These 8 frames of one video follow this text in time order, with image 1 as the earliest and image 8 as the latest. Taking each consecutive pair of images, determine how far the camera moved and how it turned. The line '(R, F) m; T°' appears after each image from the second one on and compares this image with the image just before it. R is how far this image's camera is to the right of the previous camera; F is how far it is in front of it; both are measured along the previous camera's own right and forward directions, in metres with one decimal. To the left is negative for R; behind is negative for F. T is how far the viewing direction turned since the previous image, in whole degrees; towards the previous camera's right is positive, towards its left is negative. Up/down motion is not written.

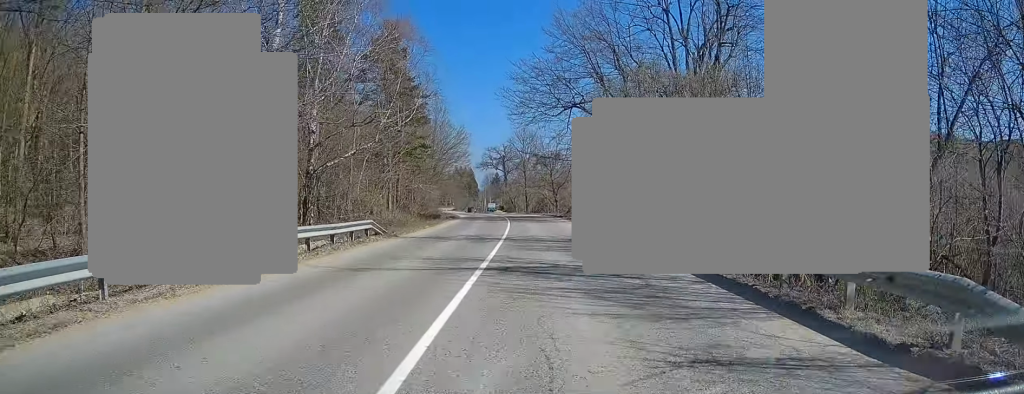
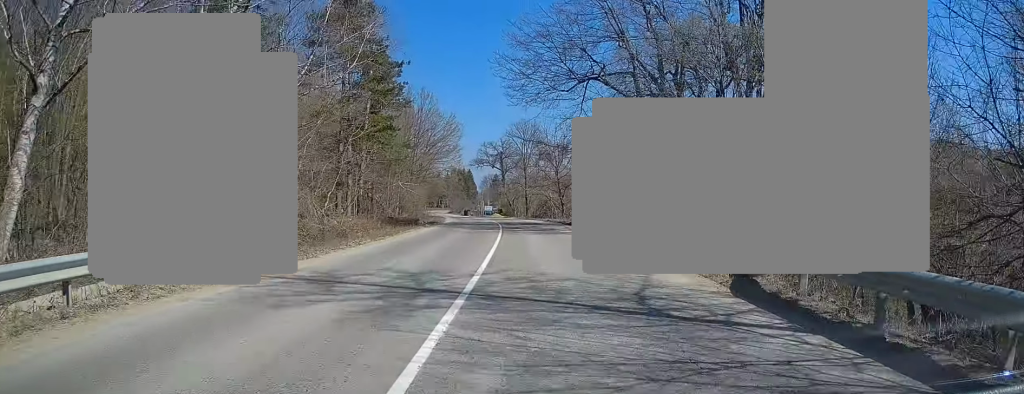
(0.0, +12.5) m; 0°
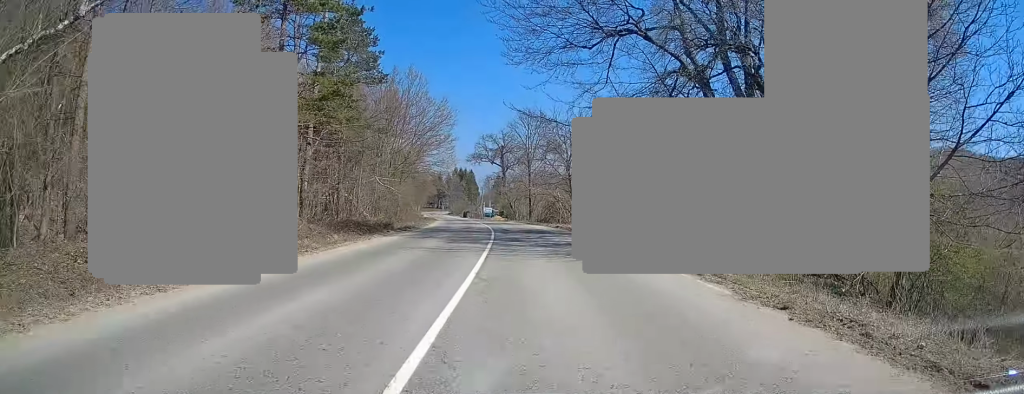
(0.0, +11.2) m; -1°
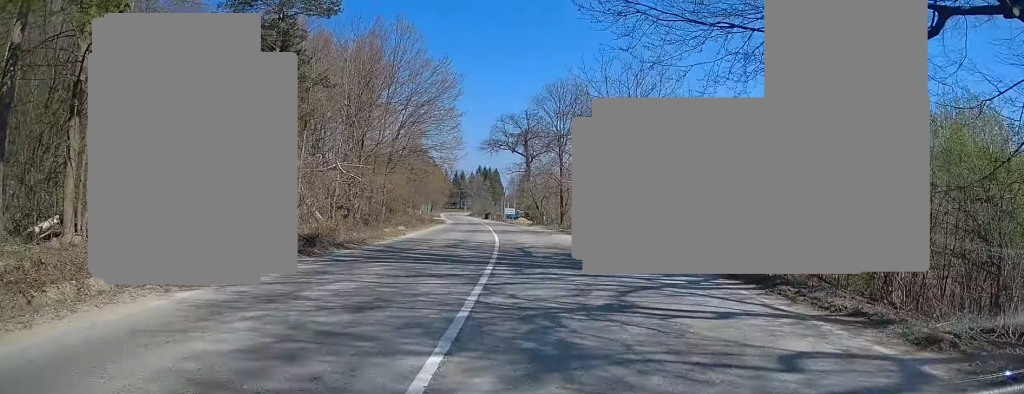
(-0.4, +16.9) m; -3°
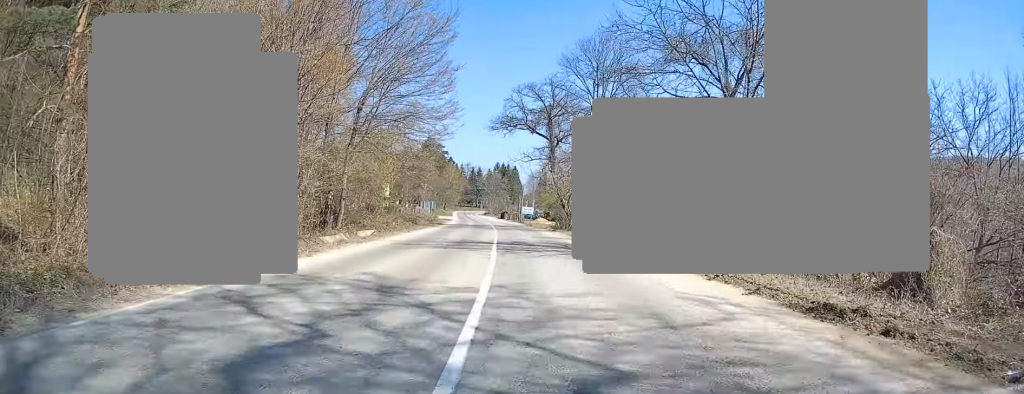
(-0.4, +15.2) m; -2°
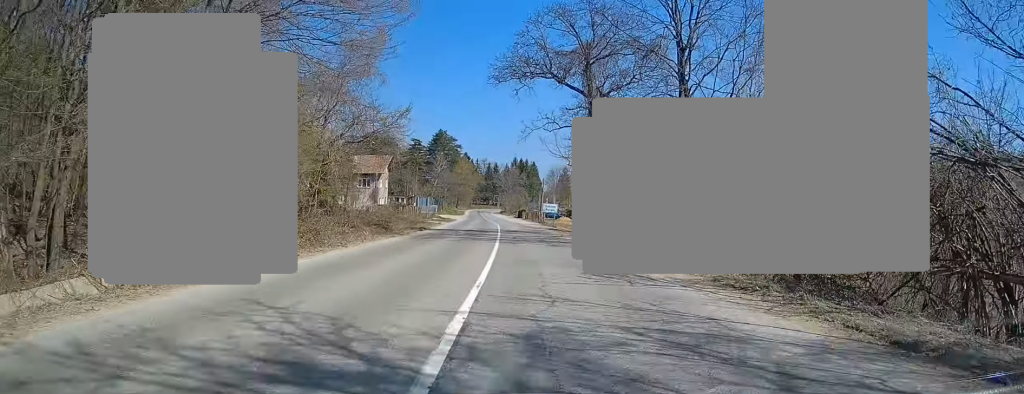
(-0.2, +18.5) m; -1°
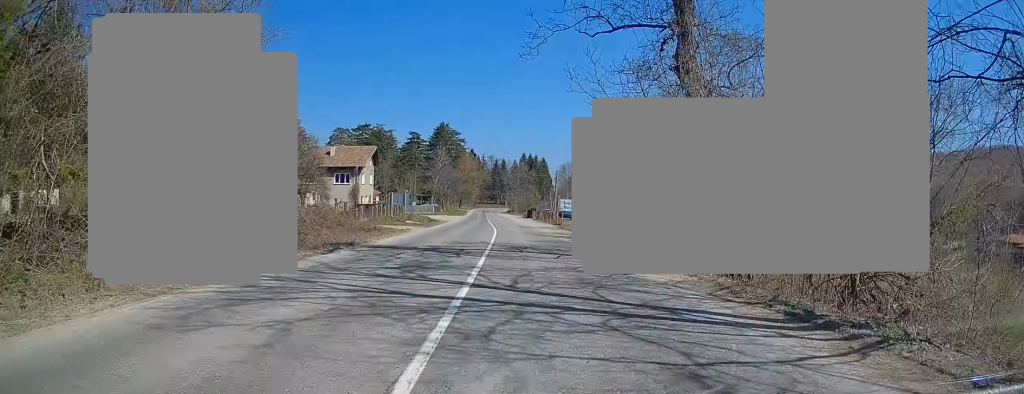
(-0.1, +17.6) m; -1°
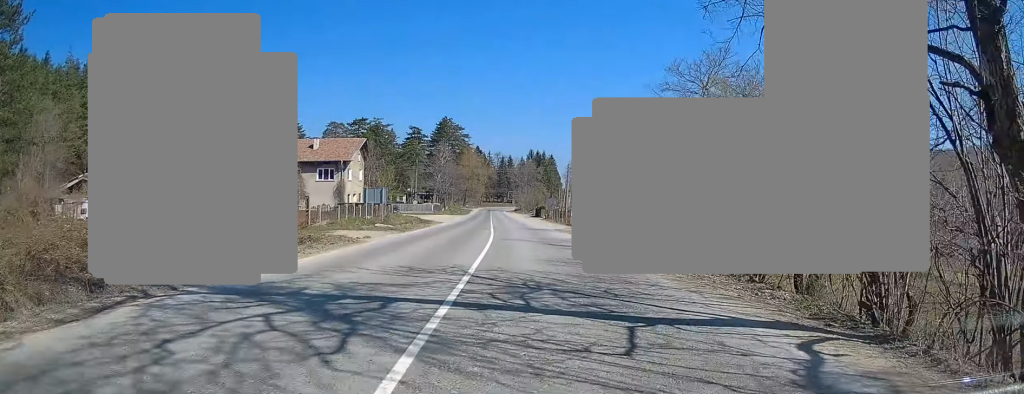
(-0.1, +10.4) m; 0°
